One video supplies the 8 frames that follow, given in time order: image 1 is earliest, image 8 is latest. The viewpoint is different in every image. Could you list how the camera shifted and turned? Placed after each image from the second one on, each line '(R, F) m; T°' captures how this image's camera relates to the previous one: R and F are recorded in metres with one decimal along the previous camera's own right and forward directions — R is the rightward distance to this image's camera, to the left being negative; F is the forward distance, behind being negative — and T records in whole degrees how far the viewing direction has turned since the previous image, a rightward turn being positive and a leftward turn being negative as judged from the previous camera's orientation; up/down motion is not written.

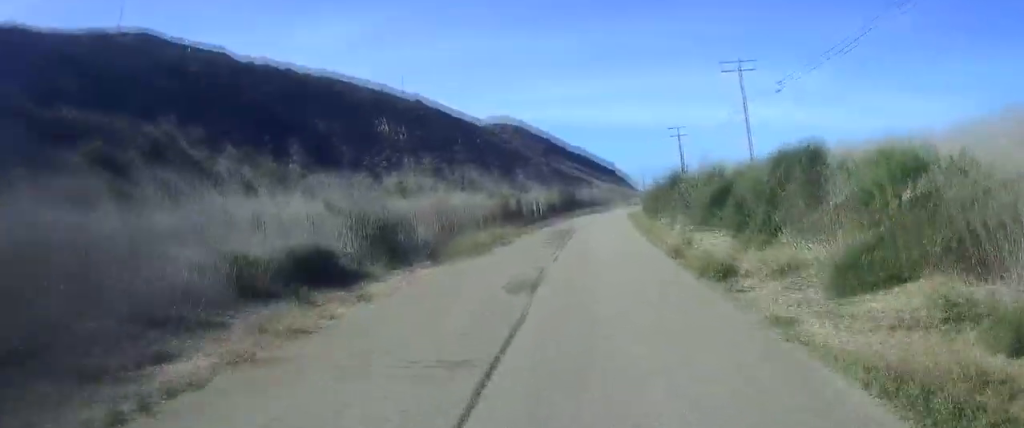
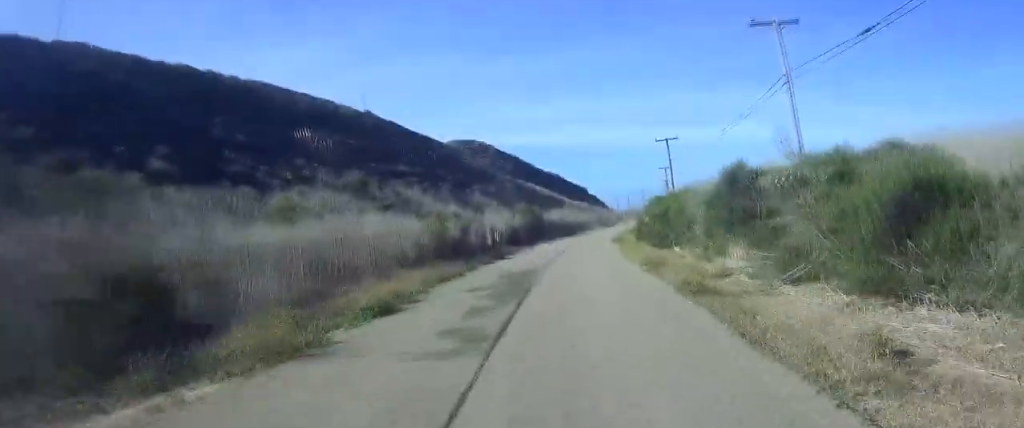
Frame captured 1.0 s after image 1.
(0.0, +15.0) m; 0°
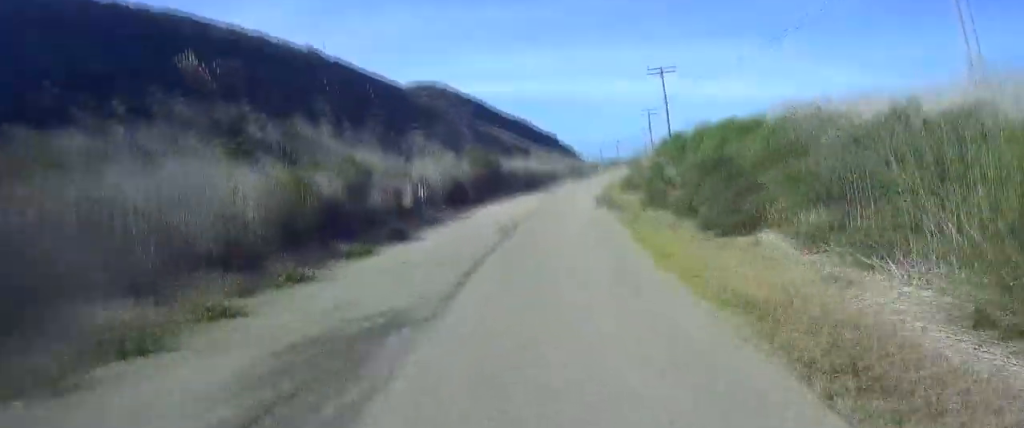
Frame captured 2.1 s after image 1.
(0.0, +16.2) m; 0°
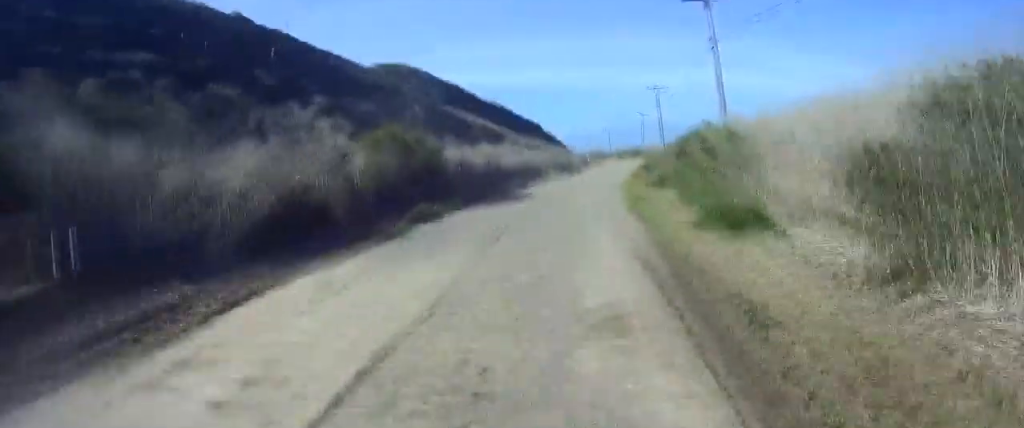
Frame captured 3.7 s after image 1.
(+1.1, +23.6) m; +8°
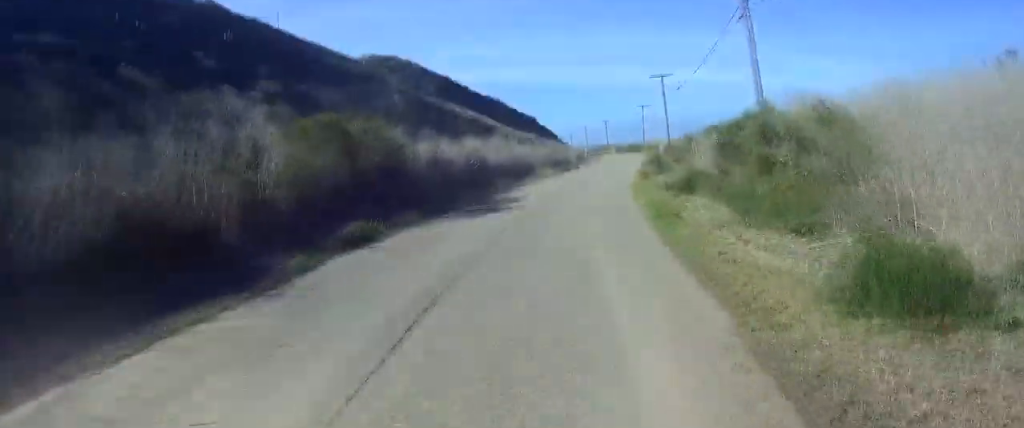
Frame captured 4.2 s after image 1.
(+0.4, +7.4) m; +3°
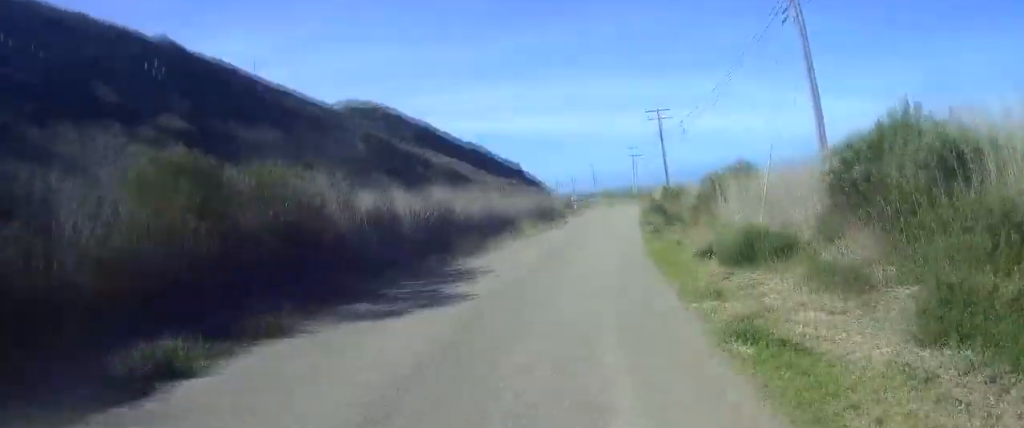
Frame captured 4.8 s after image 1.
(+0.1, +8.4) m; +1°
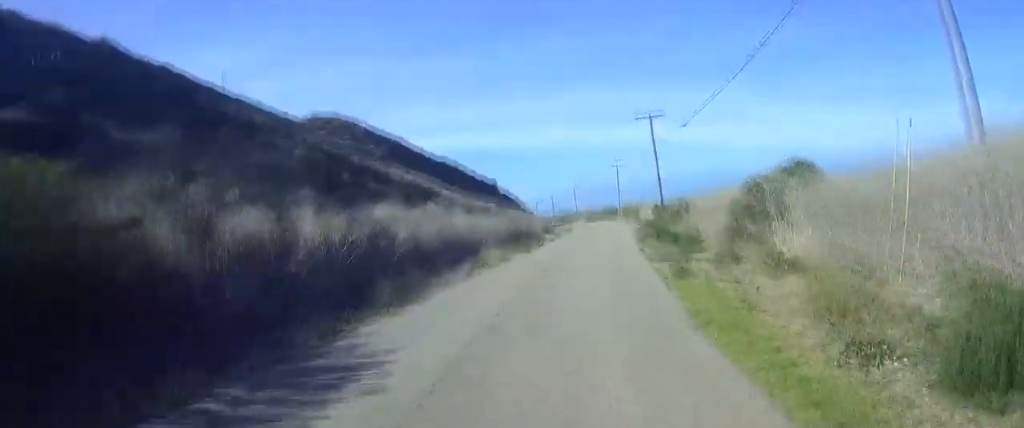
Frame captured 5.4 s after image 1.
(0.0, +9.4) m; 0°
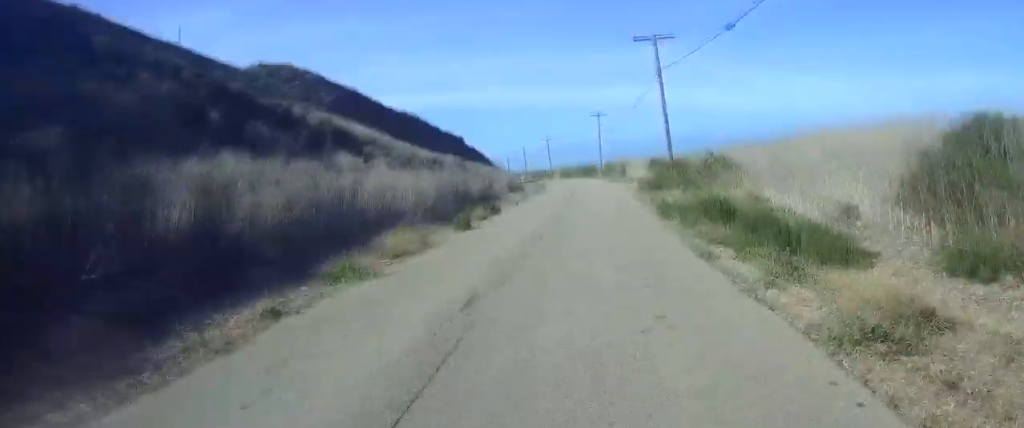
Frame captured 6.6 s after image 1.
(0.0, +16.4) m; +1°
